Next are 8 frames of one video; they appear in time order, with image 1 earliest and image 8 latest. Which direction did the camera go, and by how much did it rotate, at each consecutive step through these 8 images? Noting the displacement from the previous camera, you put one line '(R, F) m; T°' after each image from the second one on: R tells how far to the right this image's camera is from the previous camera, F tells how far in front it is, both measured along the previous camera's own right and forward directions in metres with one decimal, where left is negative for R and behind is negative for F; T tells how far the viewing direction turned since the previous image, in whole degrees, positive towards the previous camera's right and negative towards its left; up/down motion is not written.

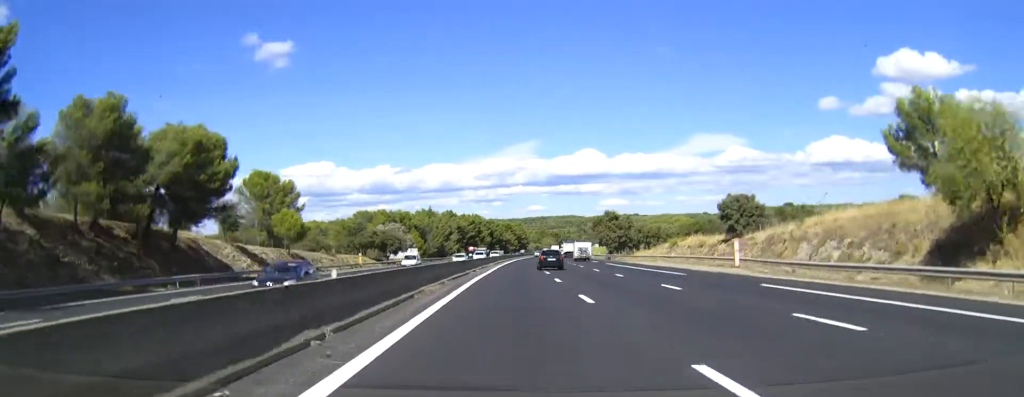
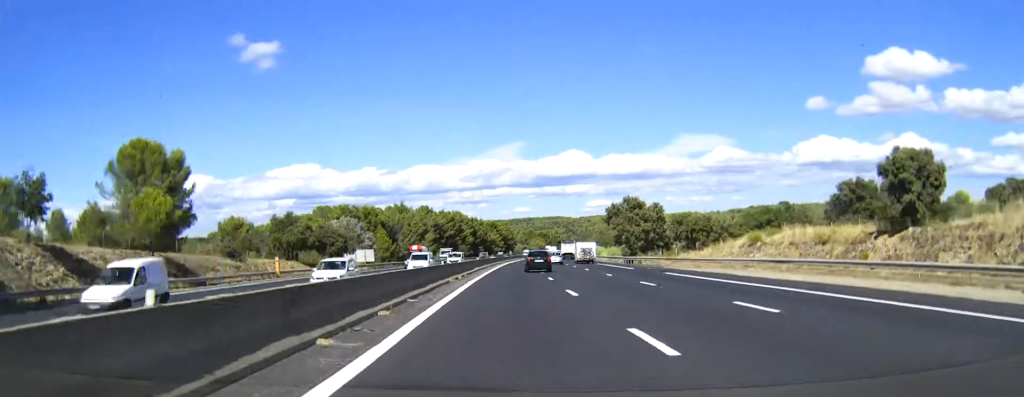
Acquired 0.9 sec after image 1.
(+1.3, +34.4) m; +3°
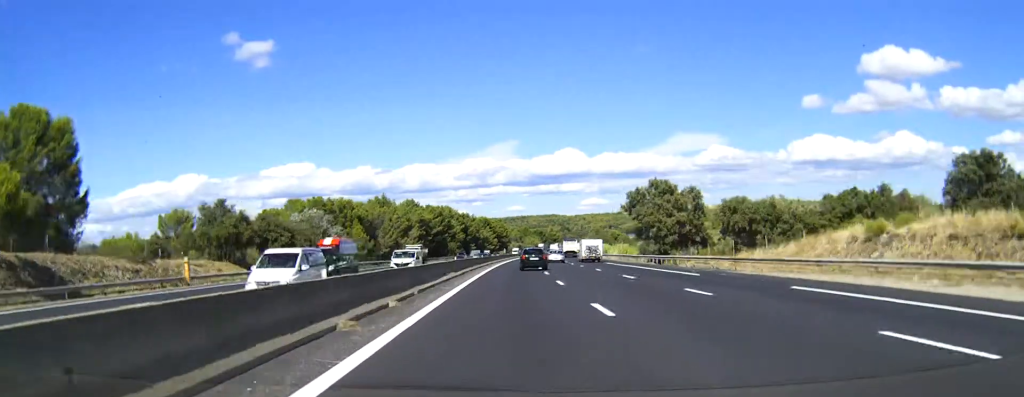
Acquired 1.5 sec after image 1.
(+0.1, +20.9) m; +1°
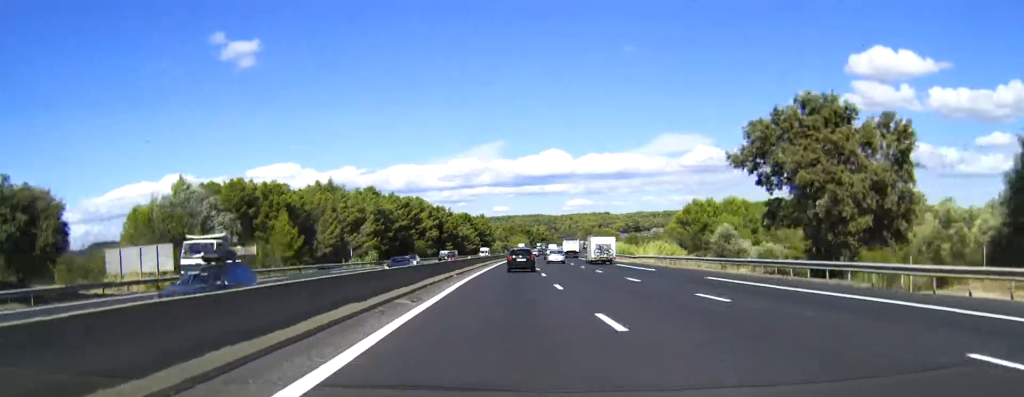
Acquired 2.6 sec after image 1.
(+0.5, +41.9) m; +1°
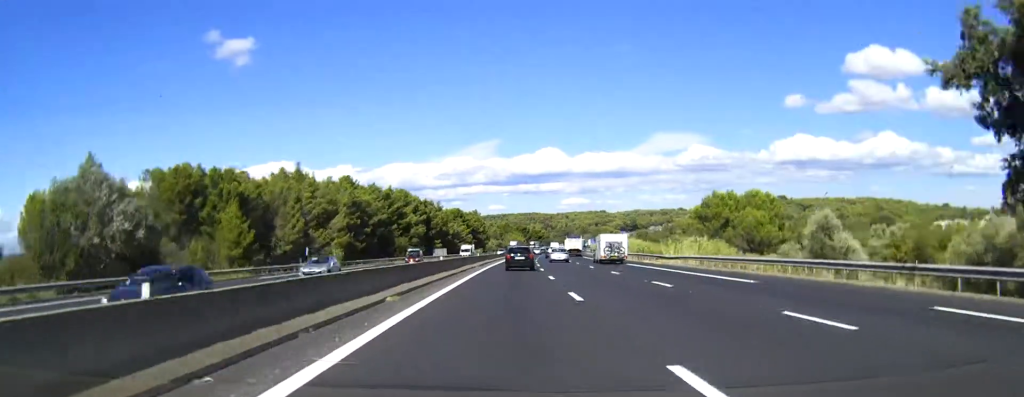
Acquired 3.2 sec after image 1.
(0.0, +19.6) m; 0°
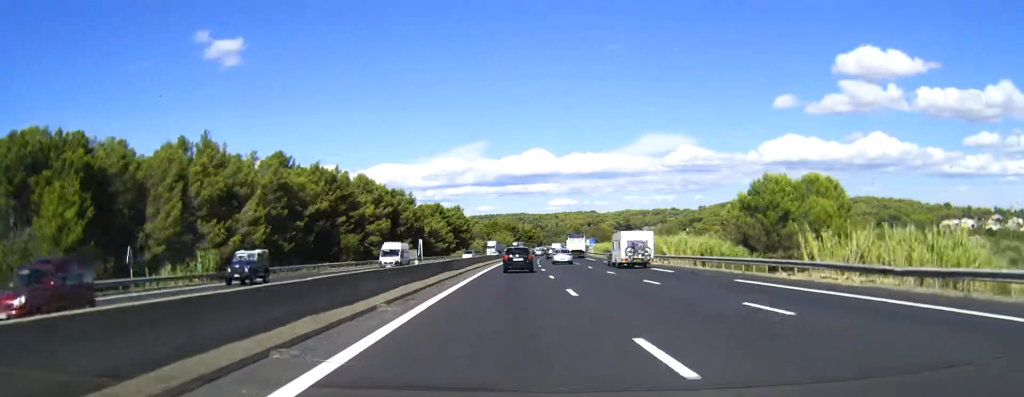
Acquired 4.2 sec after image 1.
(+0.3, +36.7) m; +1°
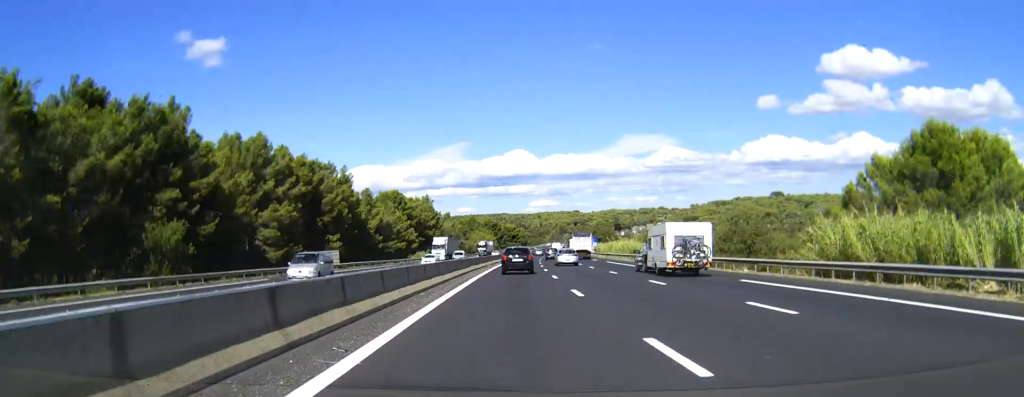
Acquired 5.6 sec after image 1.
(+0.6, +52.3) m; +1°
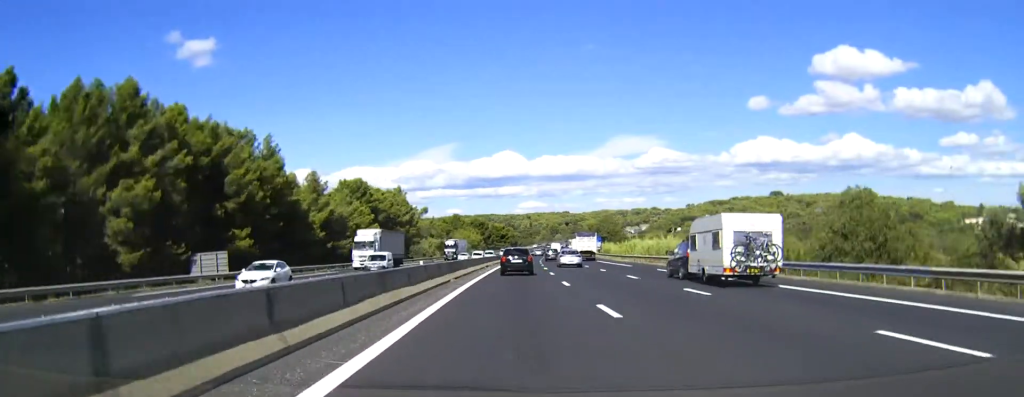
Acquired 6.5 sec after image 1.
(+0.3, +32.6) m; +1°
